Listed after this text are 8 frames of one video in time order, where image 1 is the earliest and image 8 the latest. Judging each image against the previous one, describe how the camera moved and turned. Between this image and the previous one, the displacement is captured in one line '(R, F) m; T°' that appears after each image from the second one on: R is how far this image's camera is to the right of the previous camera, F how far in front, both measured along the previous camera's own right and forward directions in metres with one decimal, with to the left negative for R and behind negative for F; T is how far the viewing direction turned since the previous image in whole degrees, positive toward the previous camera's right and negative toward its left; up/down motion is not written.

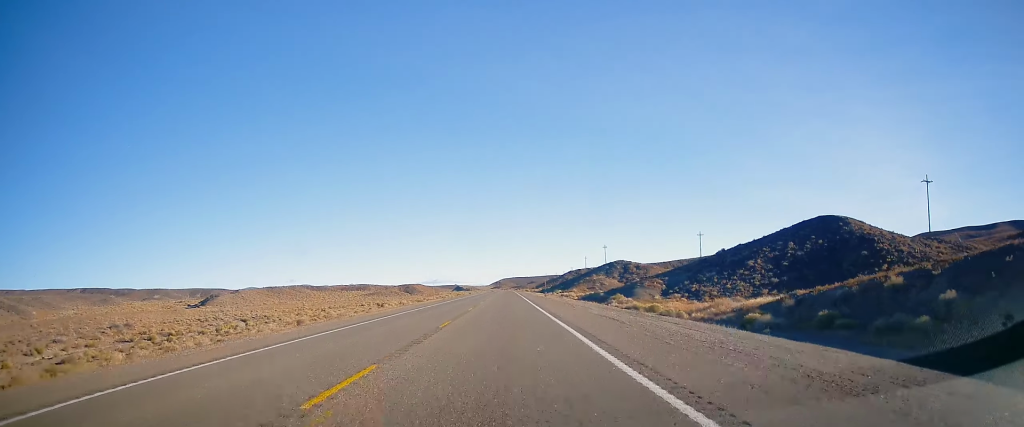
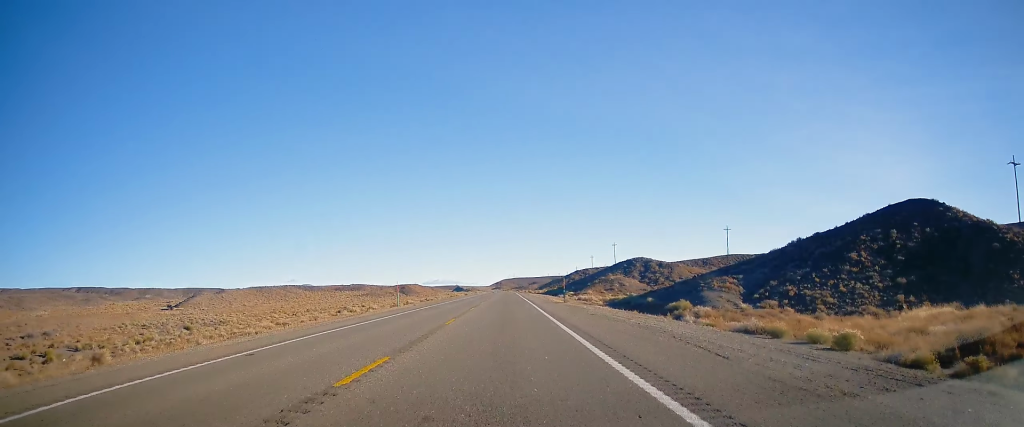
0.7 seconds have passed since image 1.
(+0.1, +22.9) m; 0°
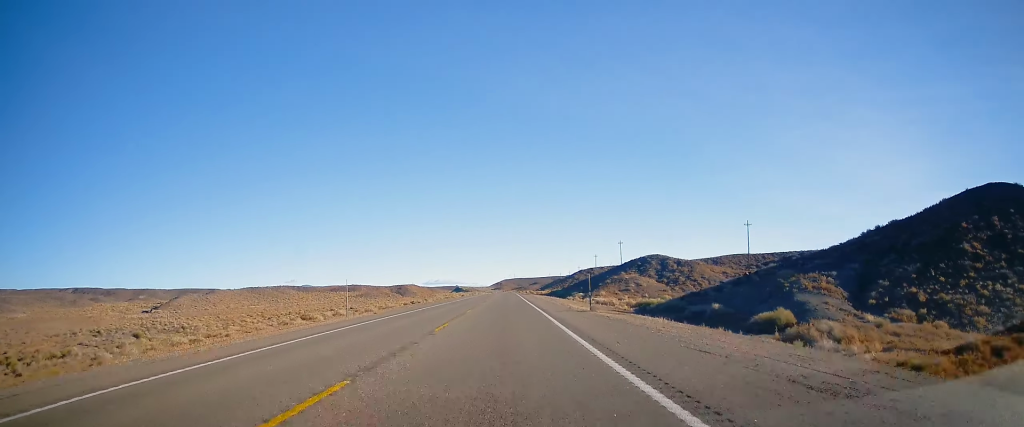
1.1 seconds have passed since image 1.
(+0.1, +14.9) m; 0°
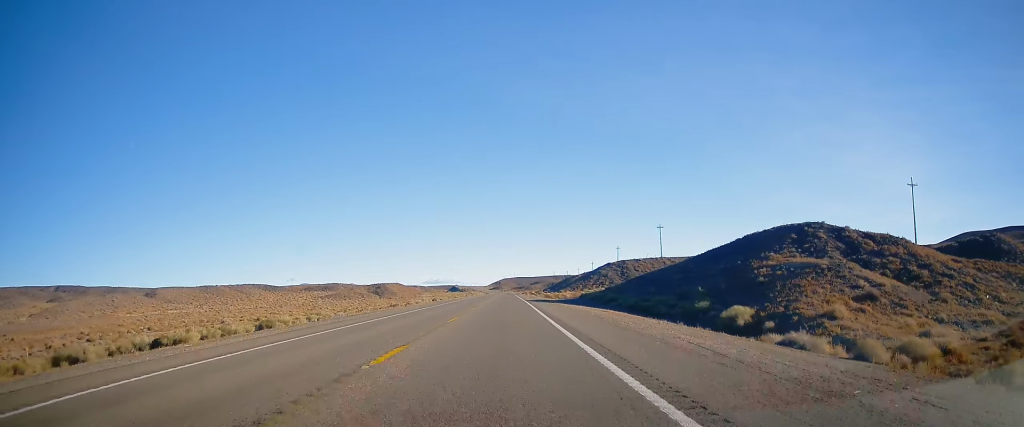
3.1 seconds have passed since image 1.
(-0.6, +68.5) m; 0°
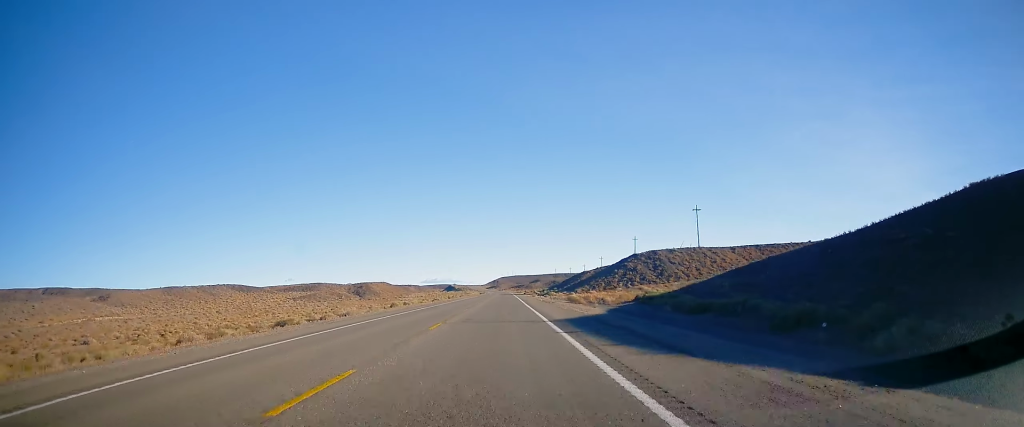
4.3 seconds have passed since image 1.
(+0.4, +40.0) m; +1°
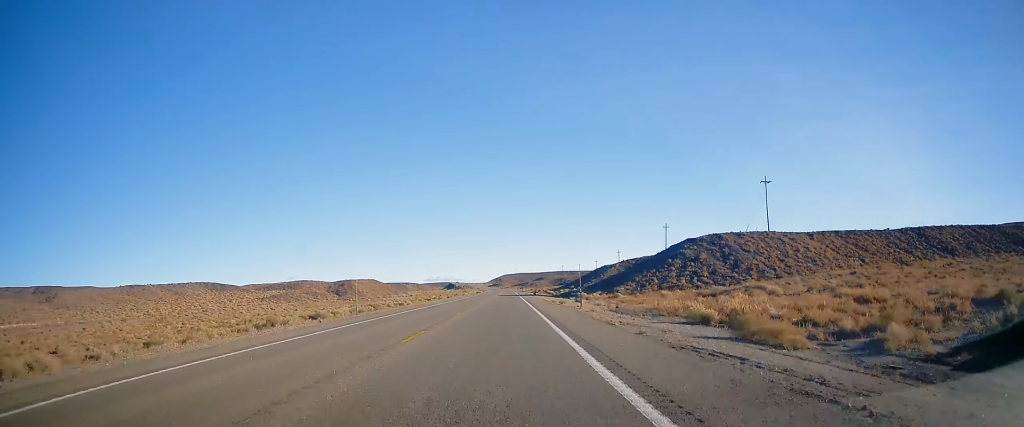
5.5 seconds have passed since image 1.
(-0.1, +41.2) m; -1°
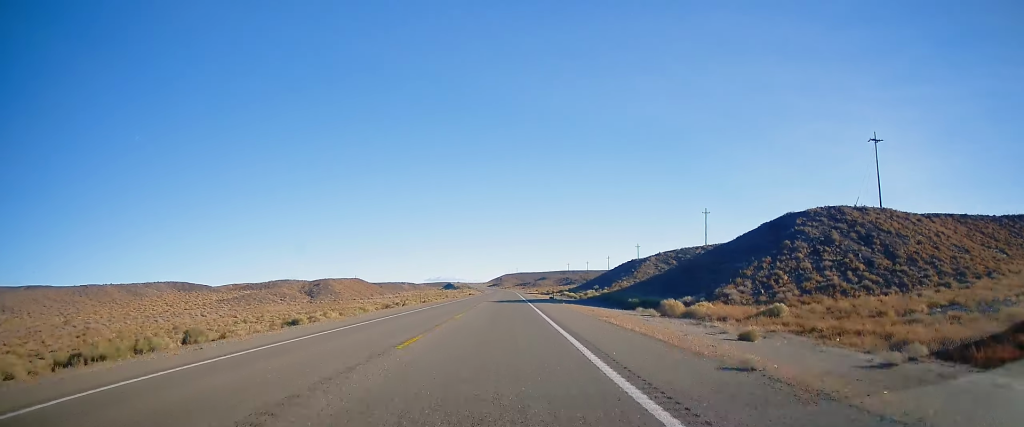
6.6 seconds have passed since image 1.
(-0.1, +37.7) m; 0°
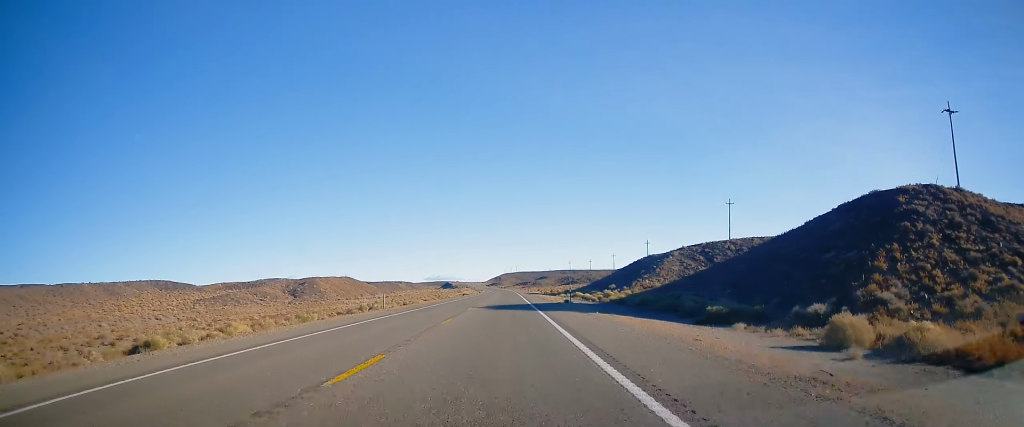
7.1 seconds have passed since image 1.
(+0.2, +16.9) m; 0°
